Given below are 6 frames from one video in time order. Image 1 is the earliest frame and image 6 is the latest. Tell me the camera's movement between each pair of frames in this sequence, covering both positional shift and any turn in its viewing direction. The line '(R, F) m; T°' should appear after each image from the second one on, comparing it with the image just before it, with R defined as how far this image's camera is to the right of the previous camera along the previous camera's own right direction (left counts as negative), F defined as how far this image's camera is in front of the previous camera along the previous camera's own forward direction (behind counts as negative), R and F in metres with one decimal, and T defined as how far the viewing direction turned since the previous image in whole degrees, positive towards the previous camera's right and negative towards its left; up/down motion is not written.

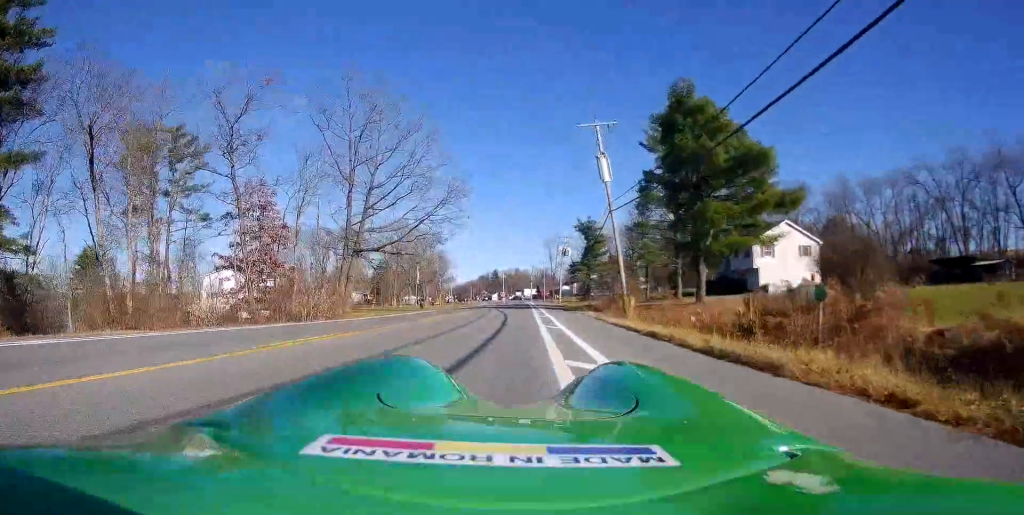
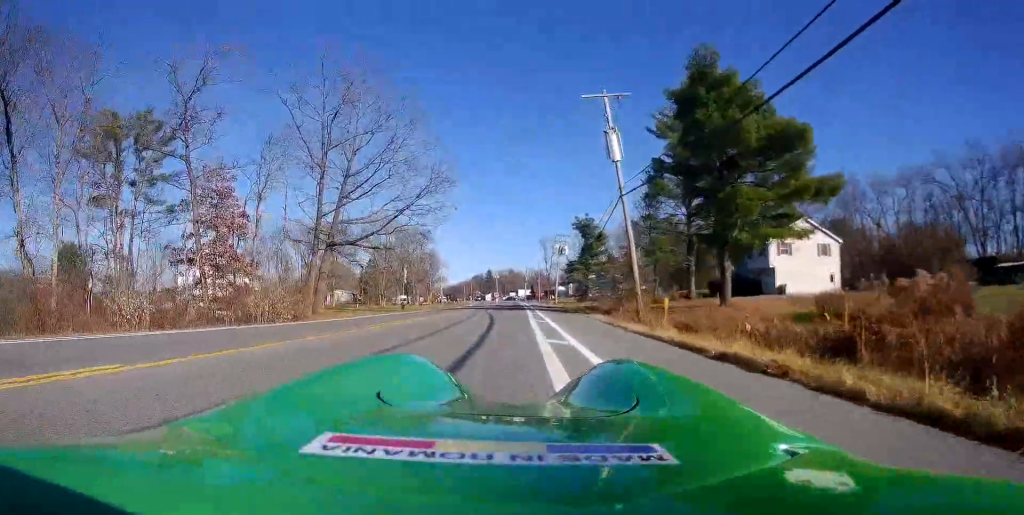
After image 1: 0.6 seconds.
(-0.1, +4.5) m; -1°
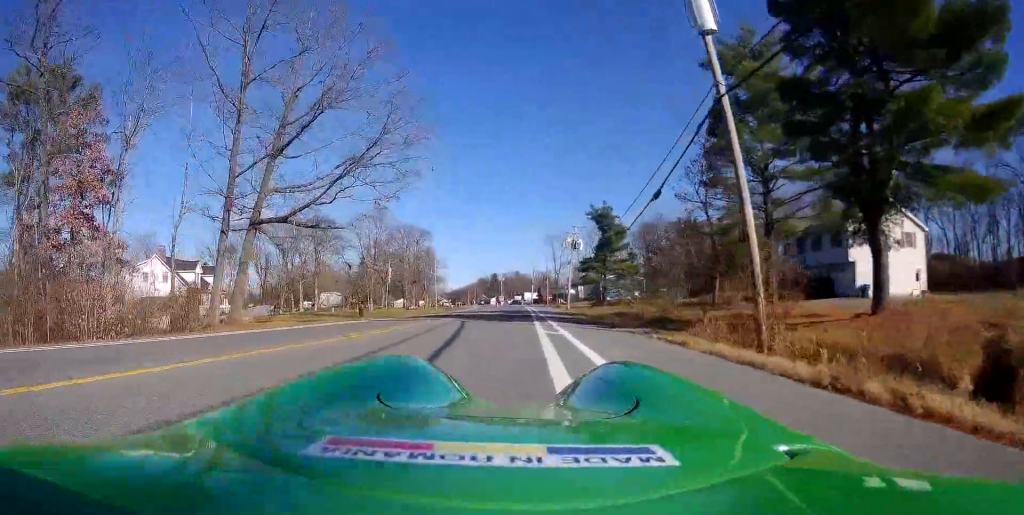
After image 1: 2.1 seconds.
(-0.3, +13.8) m; 0°
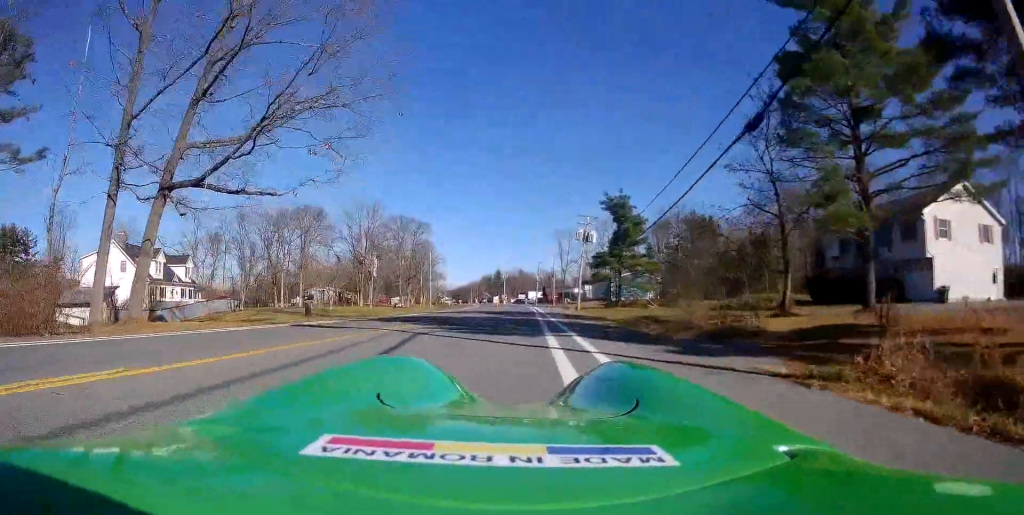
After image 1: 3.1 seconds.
(+0.4, +10.0) m; +2°
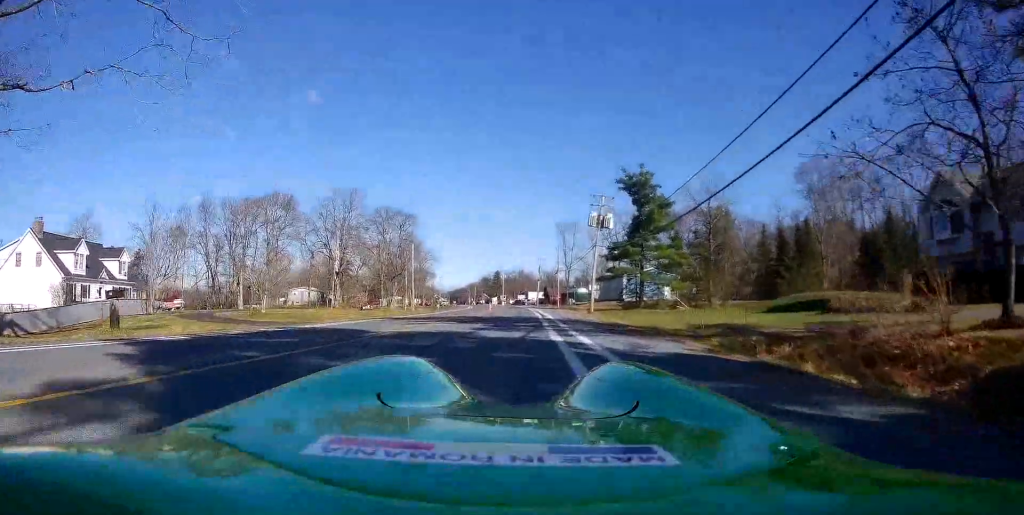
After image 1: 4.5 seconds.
(-0.5, +14.3) m; -4°
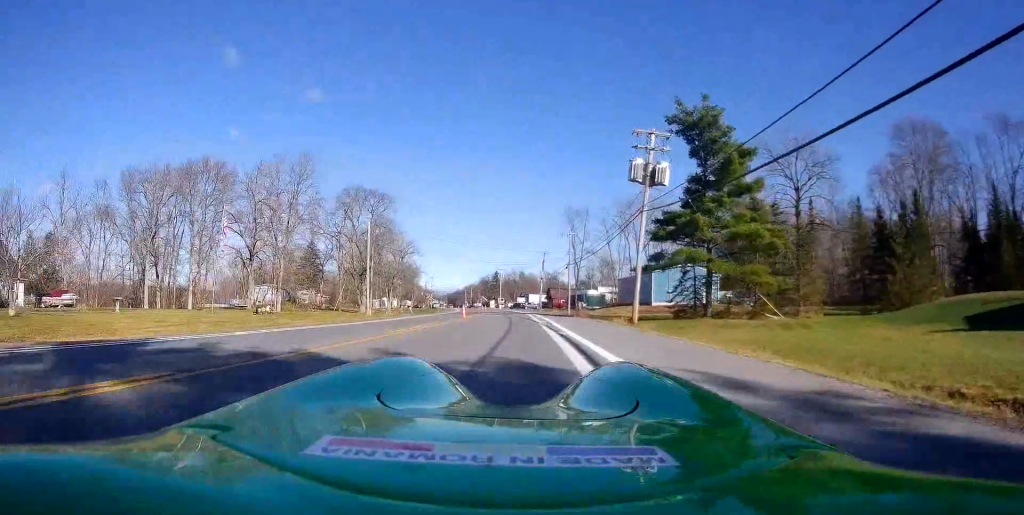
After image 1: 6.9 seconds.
(0.0, +21.9) m; 0°
